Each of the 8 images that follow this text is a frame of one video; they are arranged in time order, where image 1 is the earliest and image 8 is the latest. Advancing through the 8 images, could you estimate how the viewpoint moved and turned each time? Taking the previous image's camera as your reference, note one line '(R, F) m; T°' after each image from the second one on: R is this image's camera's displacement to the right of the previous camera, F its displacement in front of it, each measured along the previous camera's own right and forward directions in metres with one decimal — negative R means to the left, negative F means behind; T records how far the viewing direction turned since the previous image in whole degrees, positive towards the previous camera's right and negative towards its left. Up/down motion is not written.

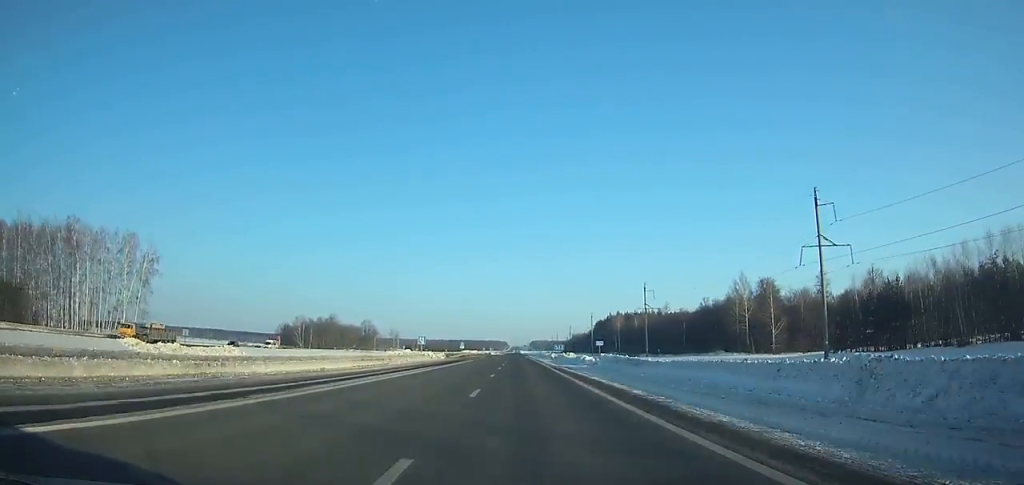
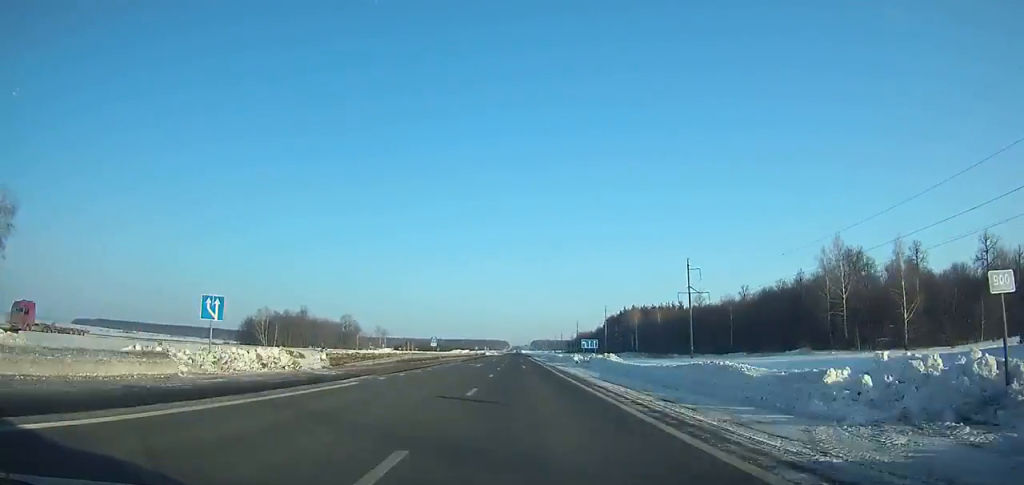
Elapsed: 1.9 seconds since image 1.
(+0.1, +46.5) m; 0°
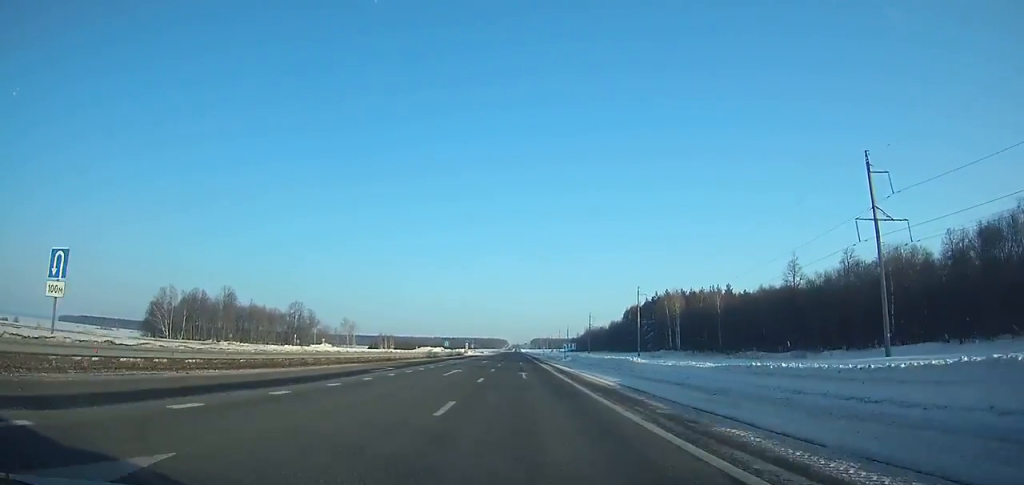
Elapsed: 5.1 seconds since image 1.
(0.0, +77.2) m; 0°
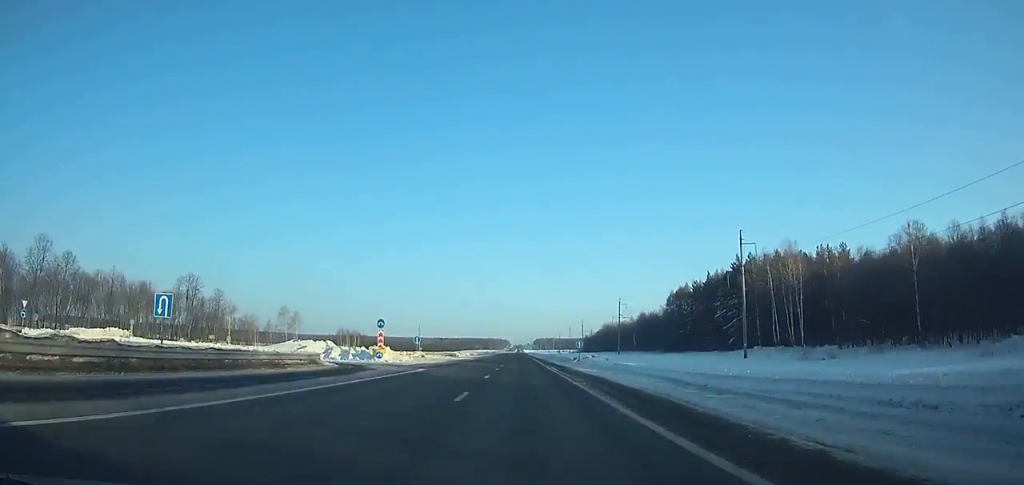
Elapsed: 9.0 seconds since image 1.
(+0.1, +93.3) m; 0°
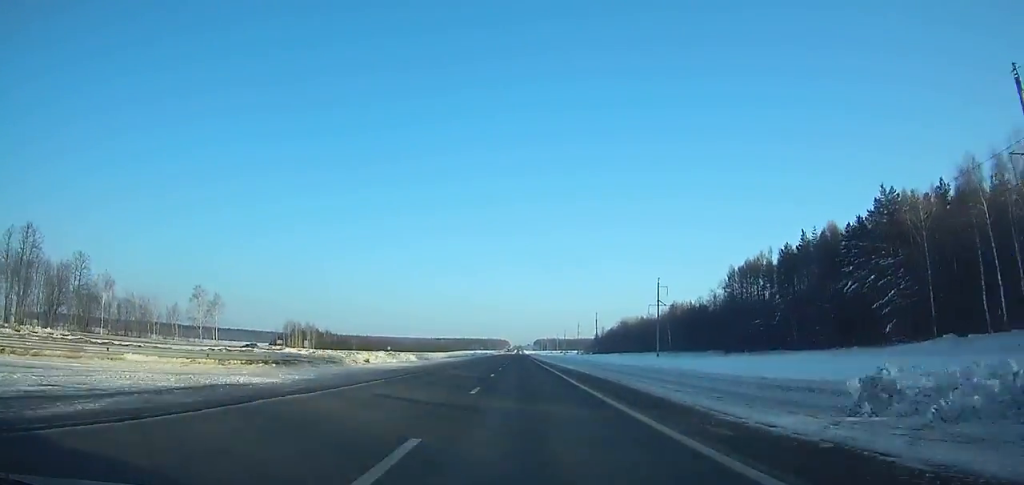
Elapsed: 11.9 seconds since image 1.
(0.0, +69.2) m; 0°
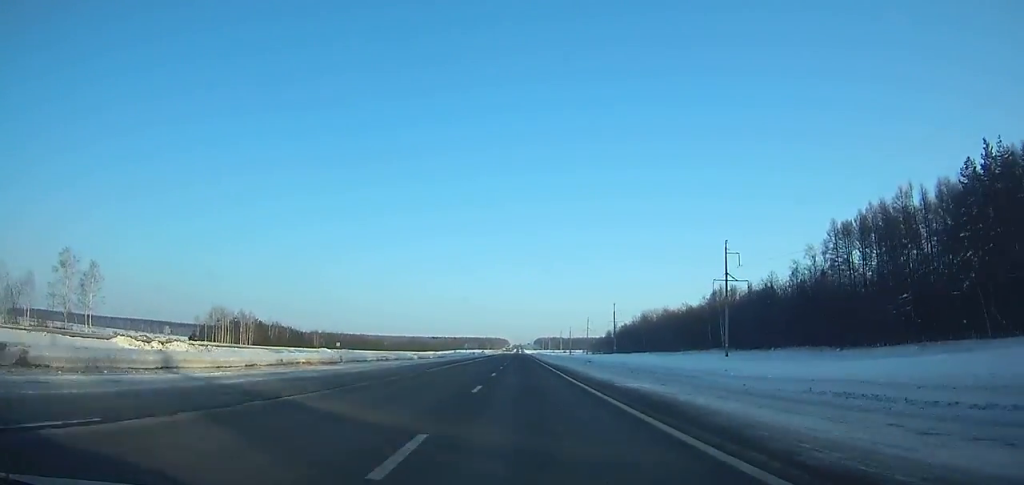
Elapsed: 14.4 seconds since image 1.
(-0.1, +59.7) m; 0°
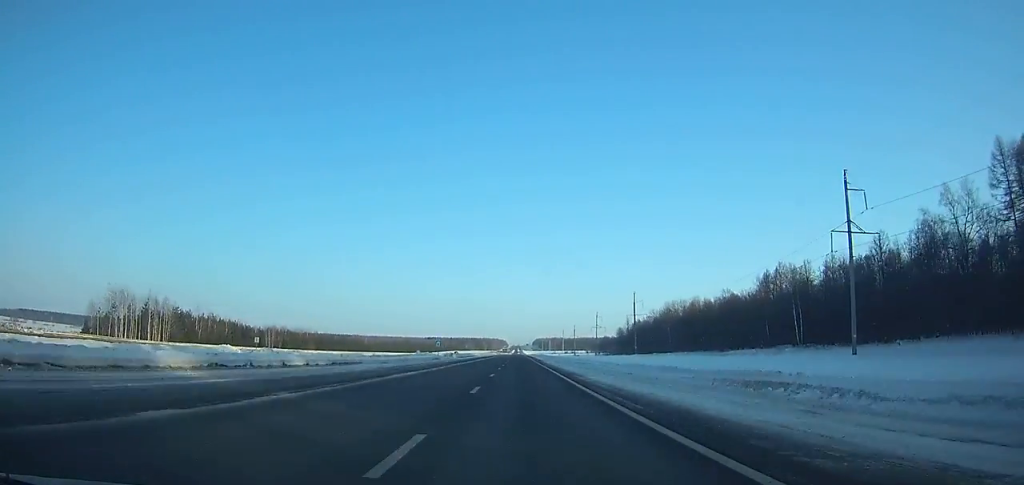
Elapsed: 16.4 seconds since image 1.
(+0.1, +48.0) m; 0°
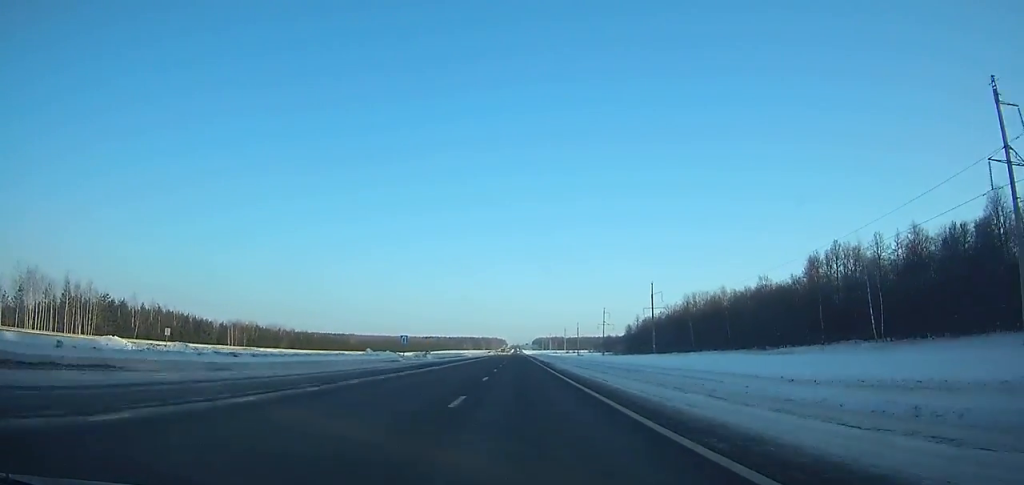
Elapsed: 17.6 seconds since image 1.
(0.0, +28.8) m; 0°
